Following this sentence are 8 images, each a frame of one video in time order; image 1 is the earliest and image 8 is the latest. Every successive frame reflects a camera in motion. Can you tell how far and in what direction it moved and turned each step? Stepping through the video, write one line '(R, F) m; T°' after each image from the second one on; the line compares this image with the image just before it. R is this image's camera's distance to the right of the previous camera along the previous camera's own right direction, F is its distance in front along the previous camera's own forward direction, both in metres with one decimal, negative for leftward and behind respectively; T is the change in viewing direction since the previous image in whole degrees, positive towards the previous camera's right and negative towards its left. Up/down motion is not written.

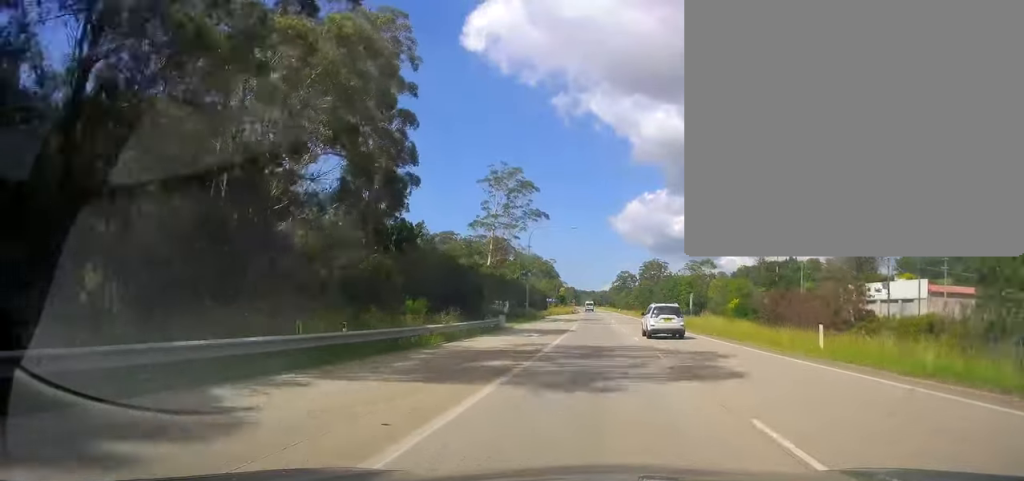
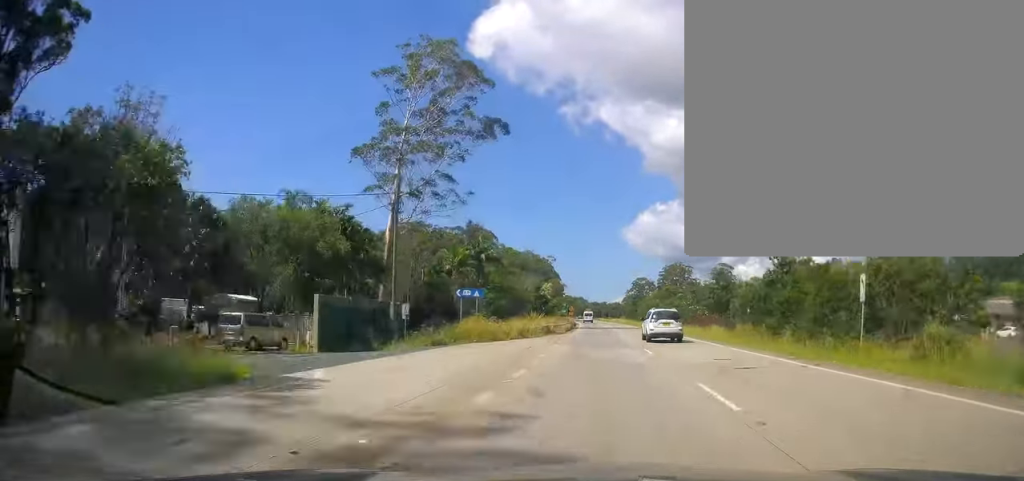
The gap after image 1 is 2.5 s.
(-0.2, +68.6) m; 0°
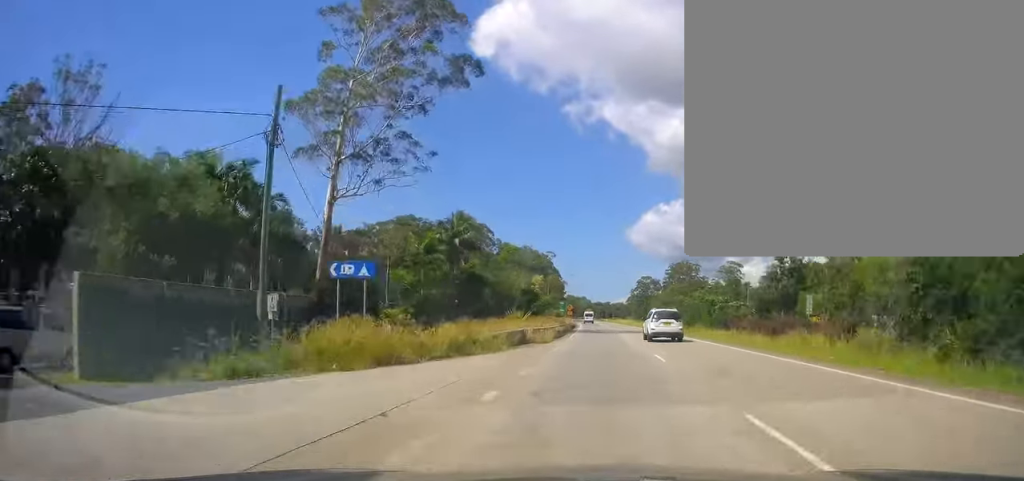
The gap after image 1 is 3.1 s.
(0.0, +16.1) m; 0°
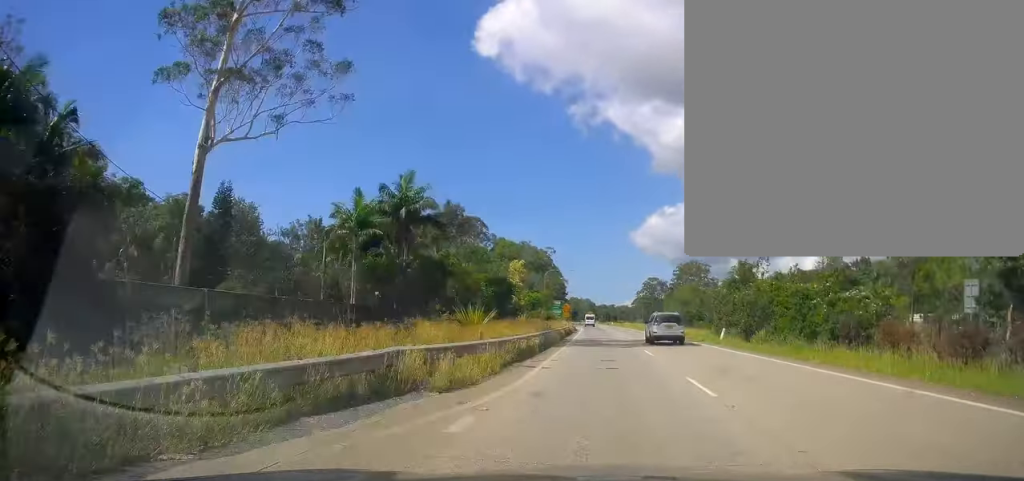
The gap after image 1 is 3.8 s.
(+0.5, +18.6) m; 0°
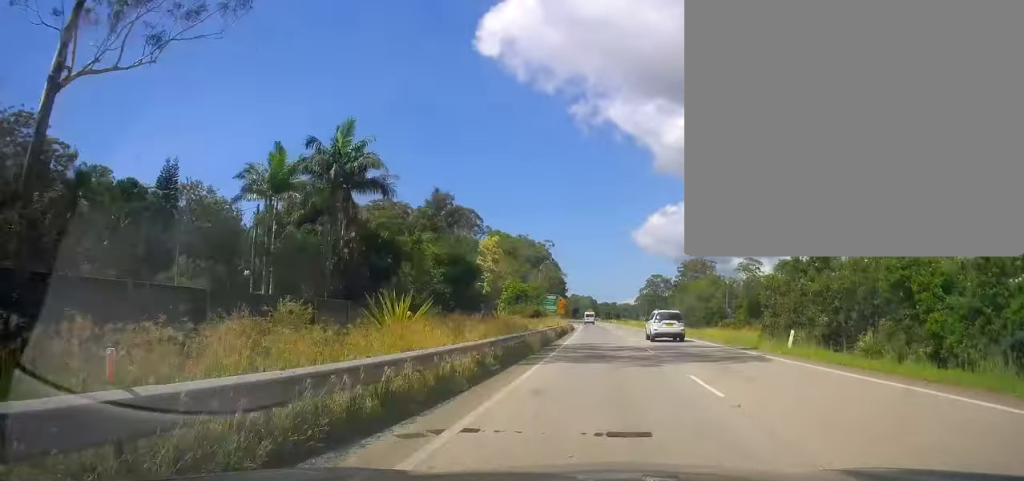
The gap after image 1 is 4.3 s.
(-0.3, +12.3) m; 0°
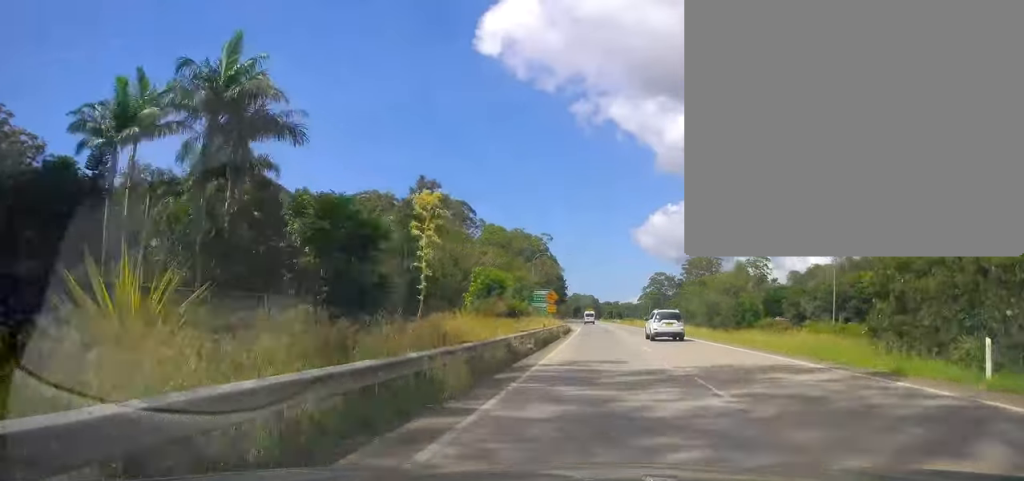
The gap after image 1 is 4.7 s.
(-0.3, +12.4) m; 0°
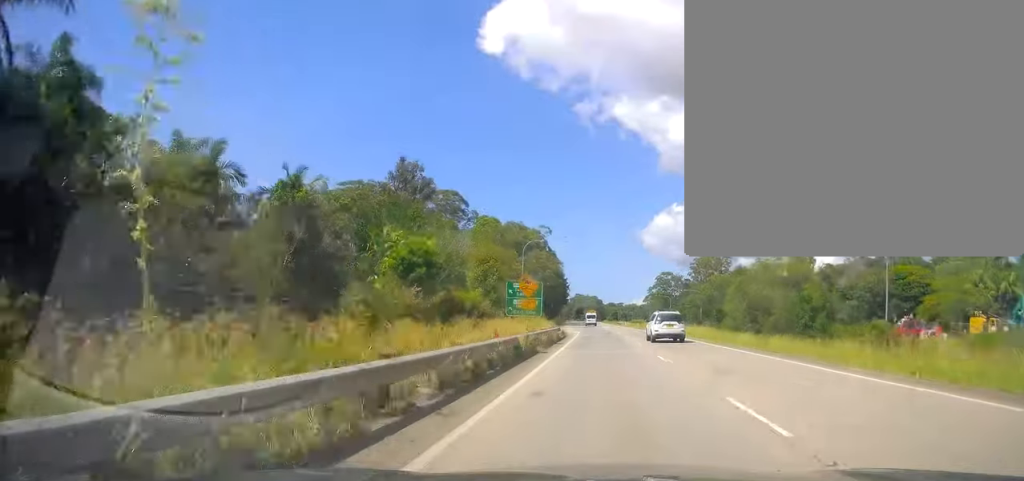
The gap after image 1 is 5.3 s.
(+0.1, +14.9) m; +1°
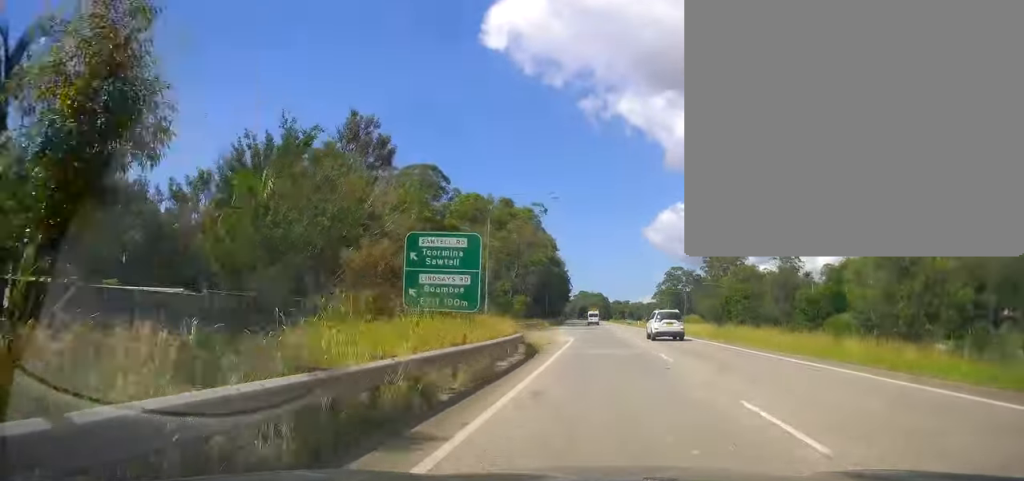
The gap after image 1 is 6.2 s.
(+0.4, +24.5) m; +1°
